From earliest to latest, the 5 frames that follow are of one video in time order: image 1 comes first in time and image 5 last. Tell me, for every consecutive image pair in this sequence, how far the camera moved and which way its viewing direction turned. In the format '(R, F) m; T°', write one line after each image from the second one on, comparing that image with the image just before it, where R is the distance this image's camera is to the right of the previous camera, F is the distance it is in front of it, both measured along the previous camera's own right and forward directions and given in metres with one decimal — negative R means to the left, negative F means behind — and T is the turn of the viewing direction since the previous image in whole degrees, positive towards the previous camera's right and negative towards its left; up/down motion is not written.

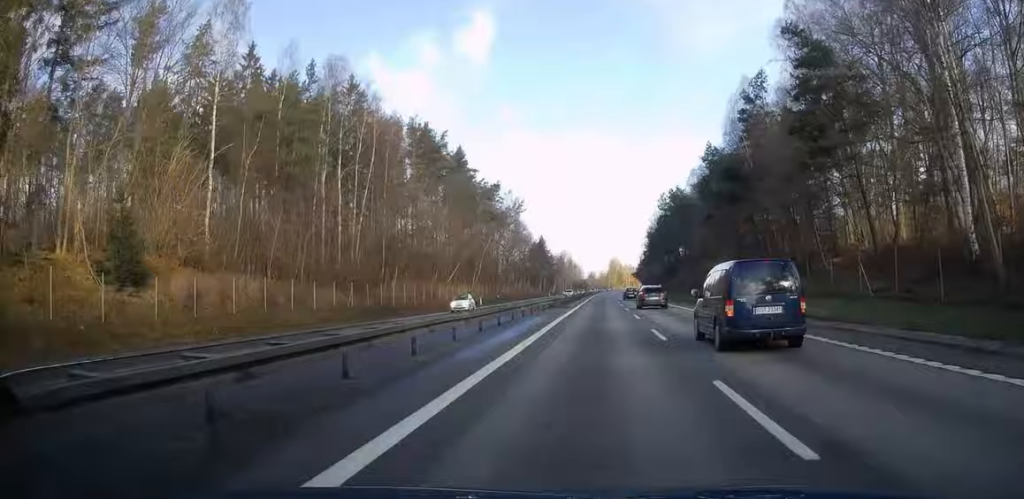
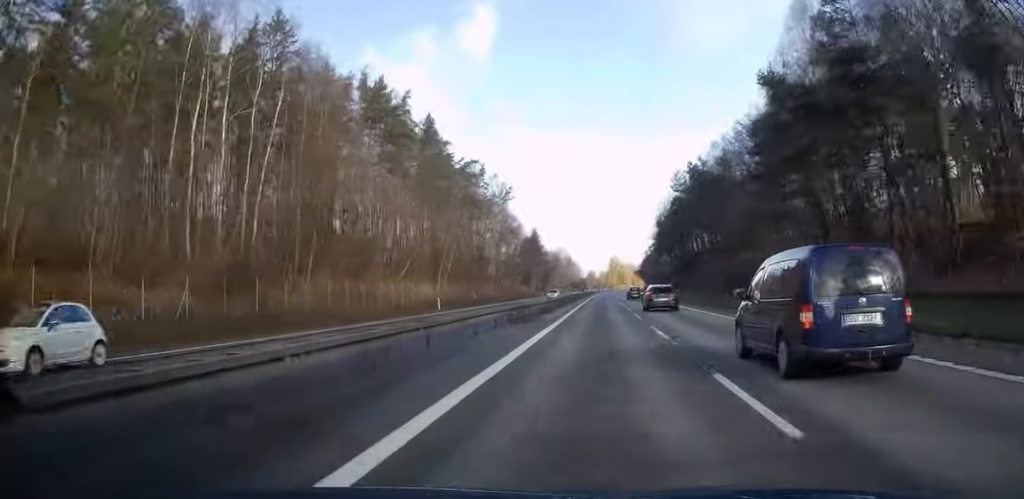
(0.0, +23.3) m; 0°
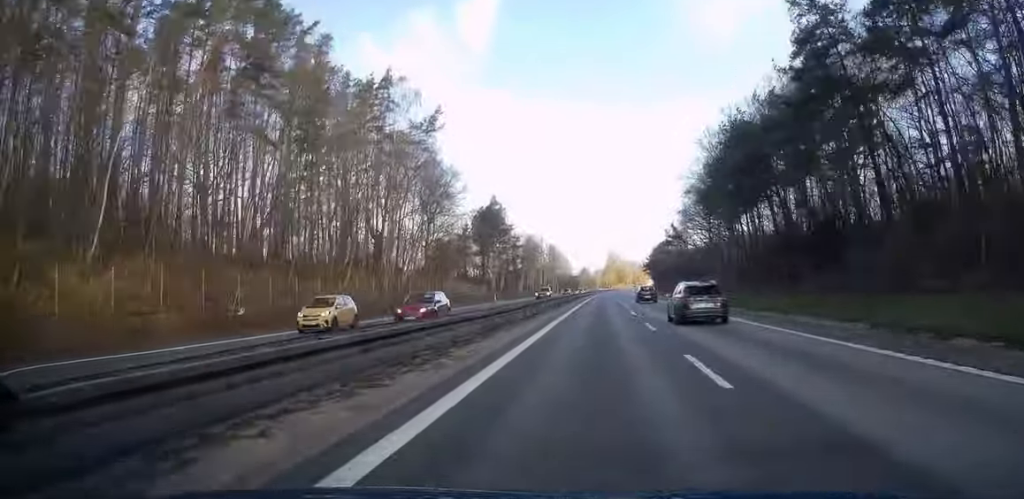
(-0.1, +68.3) m; 0°
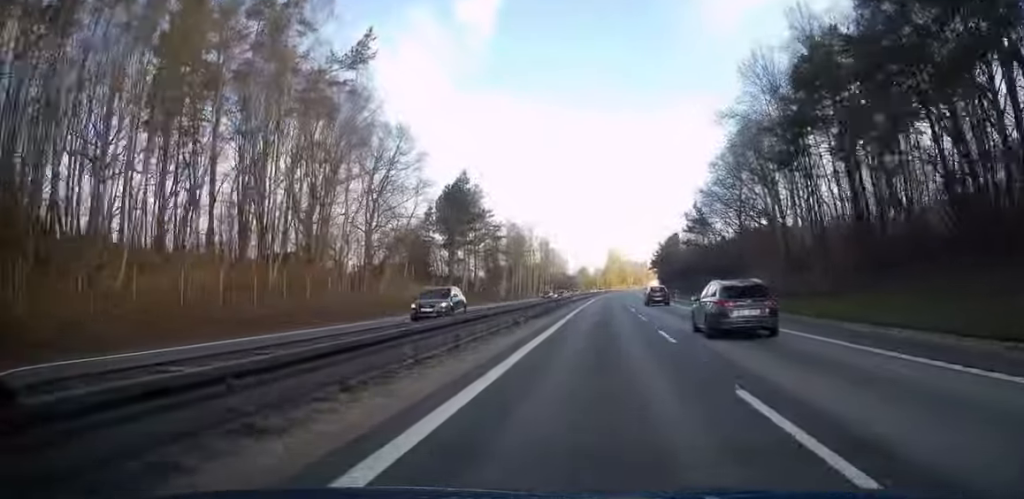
(-0.1, +28.3) m; 0°
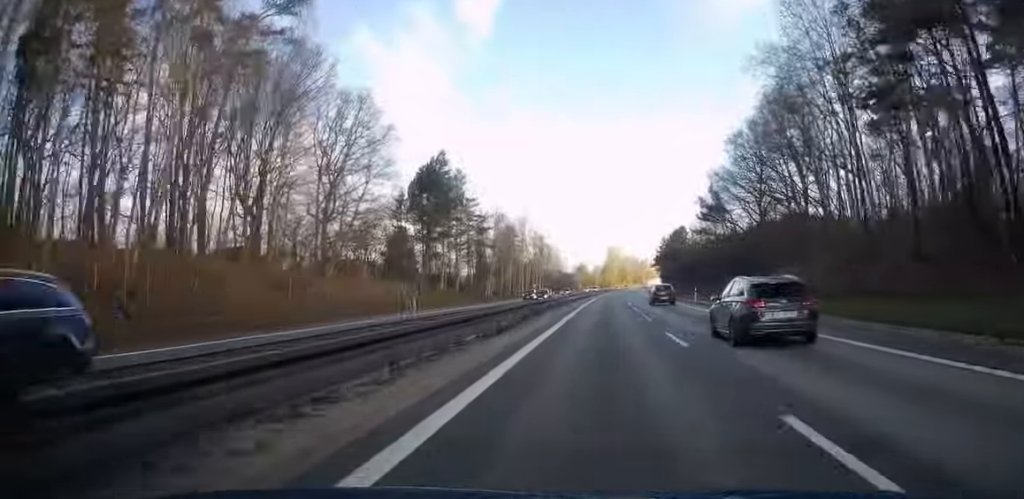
(+0.1, +13.9) m; 0°
